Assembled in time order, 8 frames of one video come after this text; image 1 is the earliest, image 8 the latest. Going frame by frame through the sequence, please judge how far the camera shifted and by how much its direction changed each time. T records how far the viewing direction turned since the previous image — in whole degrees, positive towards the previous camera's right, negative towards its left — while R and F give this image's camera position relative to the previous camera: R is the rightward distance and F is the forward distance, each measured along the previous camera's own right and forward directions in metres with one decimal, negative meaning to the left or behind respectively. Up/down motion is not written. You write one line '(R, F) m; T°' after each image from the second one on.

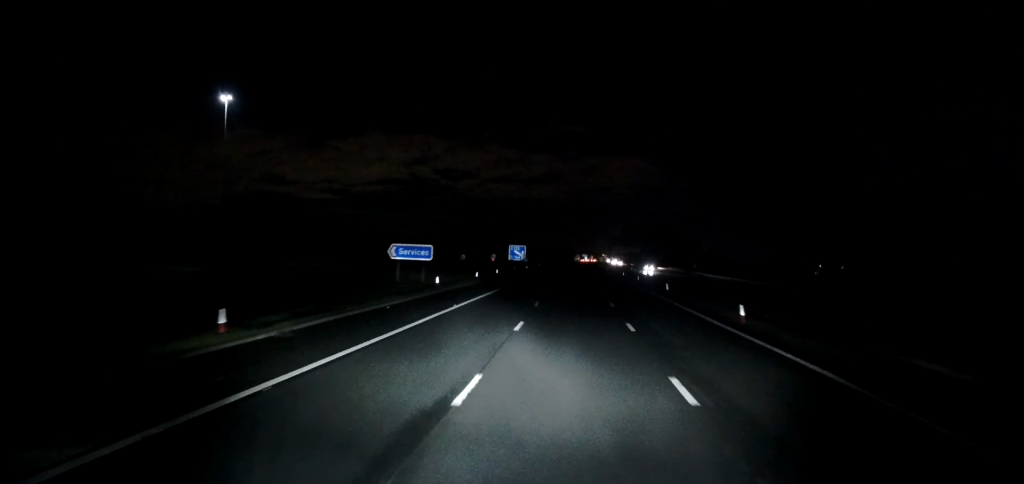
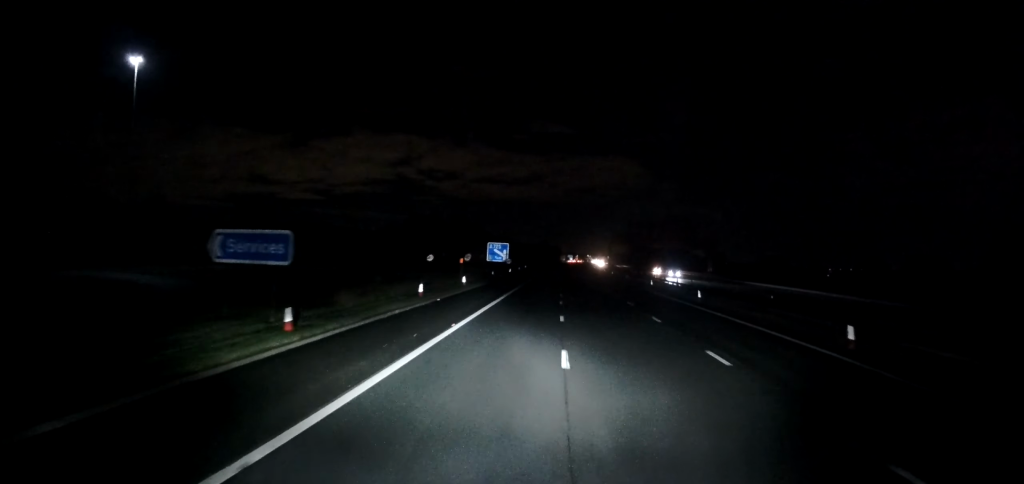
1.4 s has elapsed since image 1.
(0.0, +24.6) m; +2°
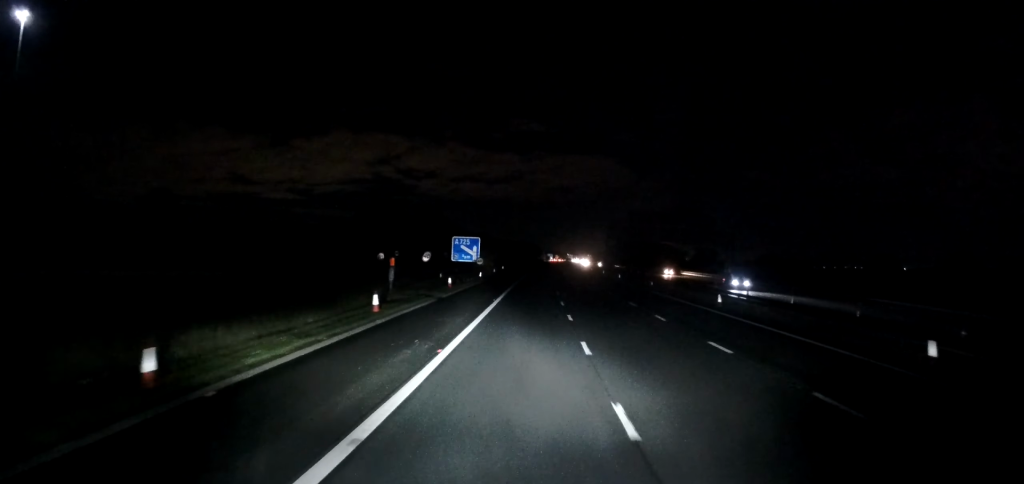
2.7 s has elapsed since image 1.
(+0.5, +22.9) m; +2°
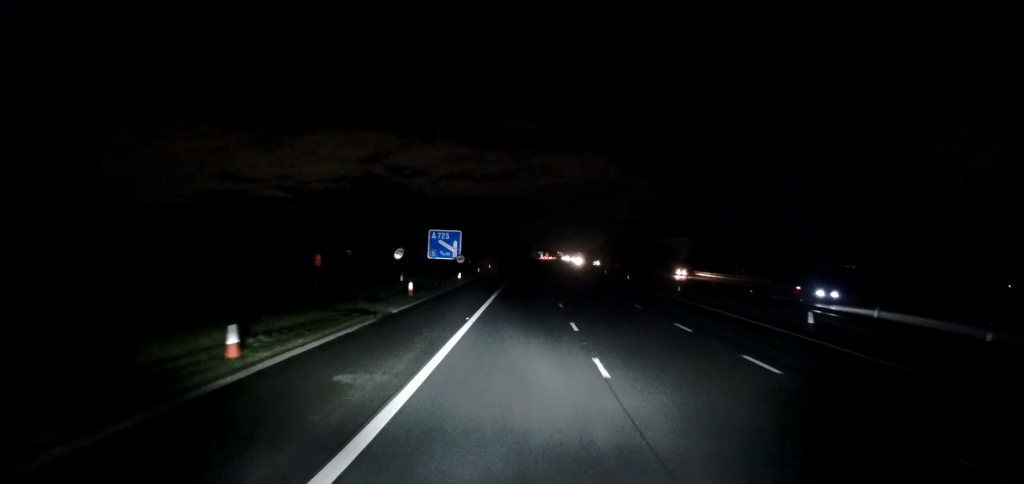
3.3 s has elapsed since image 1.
(+0.1, +11.2) m; +1°
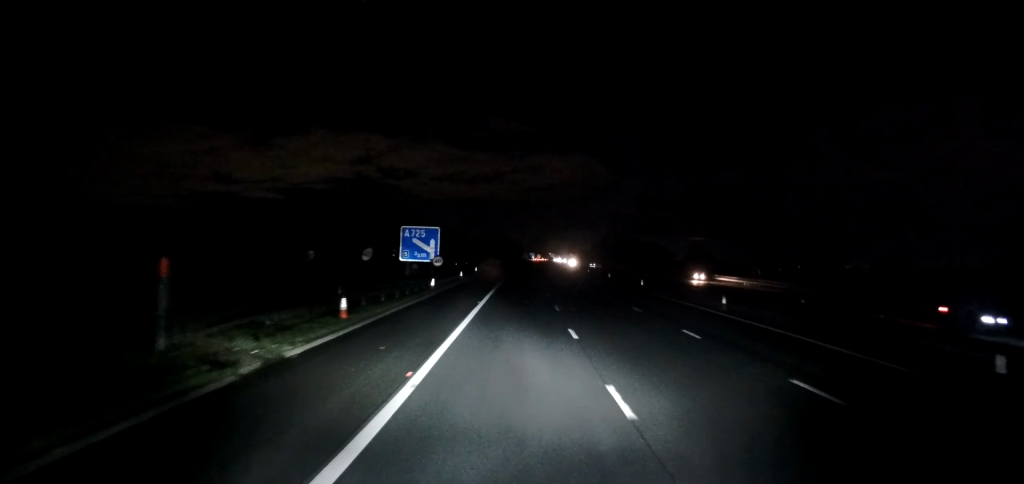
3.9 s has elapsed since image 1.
(+0.2, +10.0) m; 0°
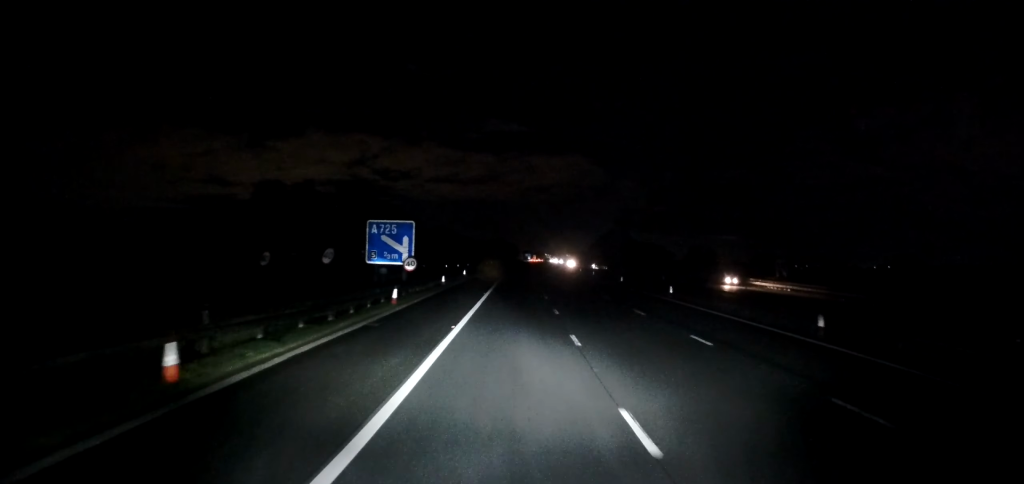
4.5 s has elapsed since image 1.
(-0.1, +10.0) m; 0°
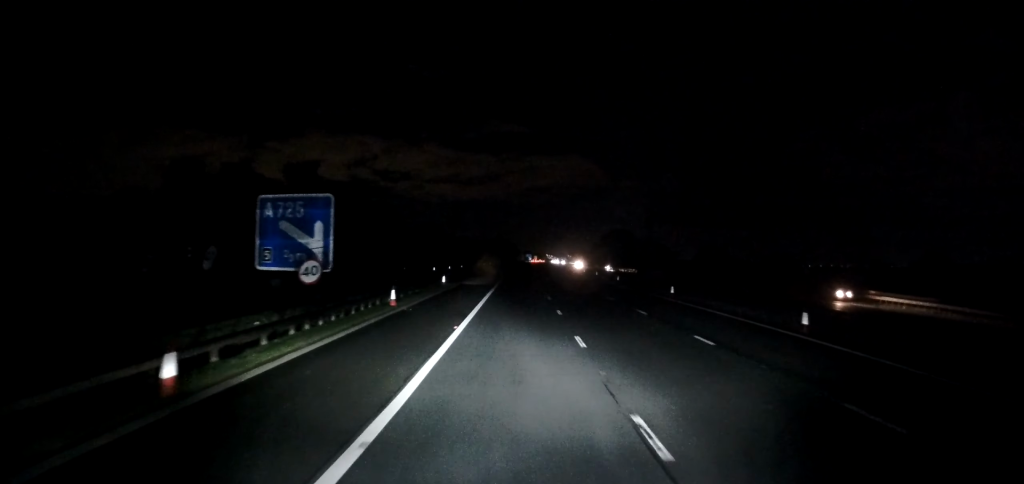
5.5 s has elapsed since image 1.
(+0.1, +17.7) m; +1°
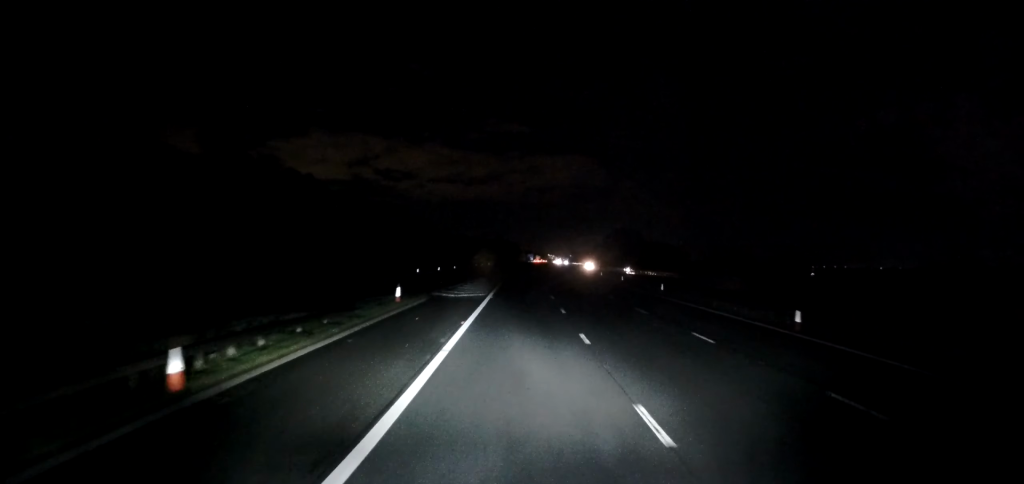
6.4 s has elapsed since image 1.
(+0.2, +17.1) m; +1°
